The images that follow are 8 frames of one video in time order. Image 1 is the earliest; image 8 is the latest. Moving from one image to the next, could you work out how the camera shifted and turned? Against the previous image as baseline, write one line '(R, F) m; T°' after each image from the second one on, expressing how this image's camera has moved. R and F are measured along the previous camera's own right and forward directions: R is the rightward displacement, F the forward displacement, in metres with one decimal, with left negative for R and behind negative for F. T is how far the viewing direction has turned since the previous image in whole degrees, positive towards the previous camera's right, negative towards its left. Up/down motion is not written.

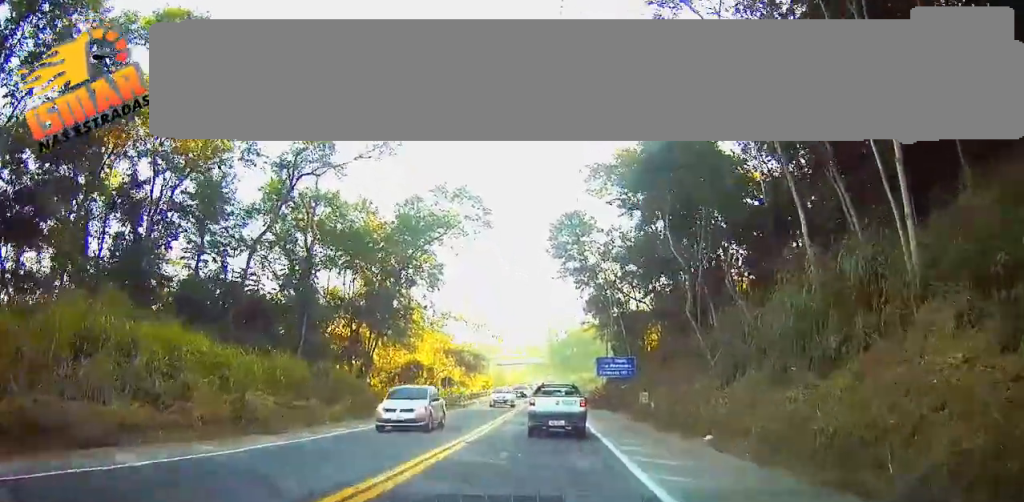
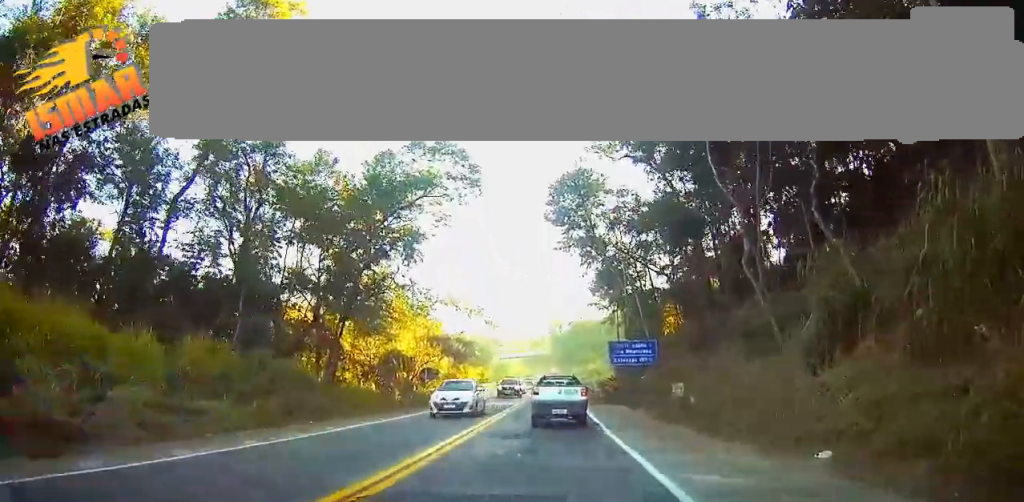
(+0.1, +9.1) m; +1°
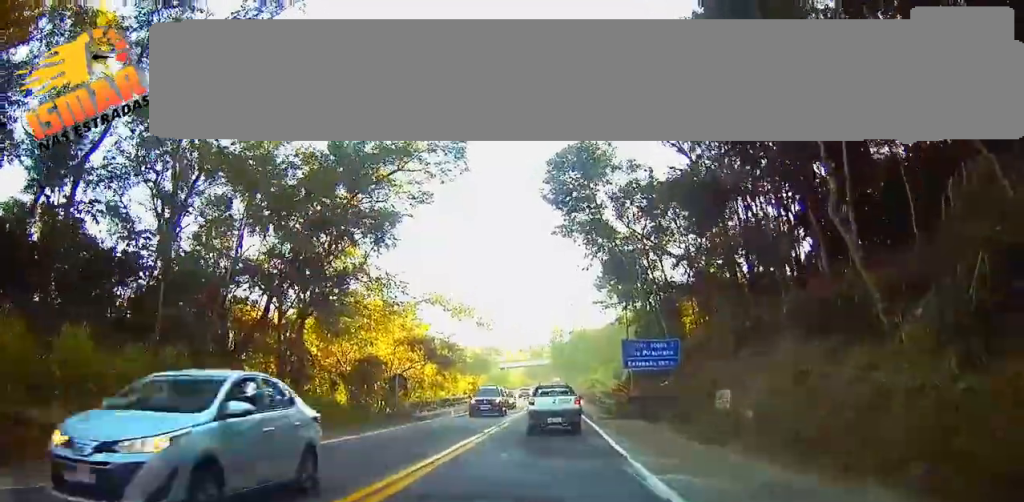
(+0.1, +7.5) m; 0°
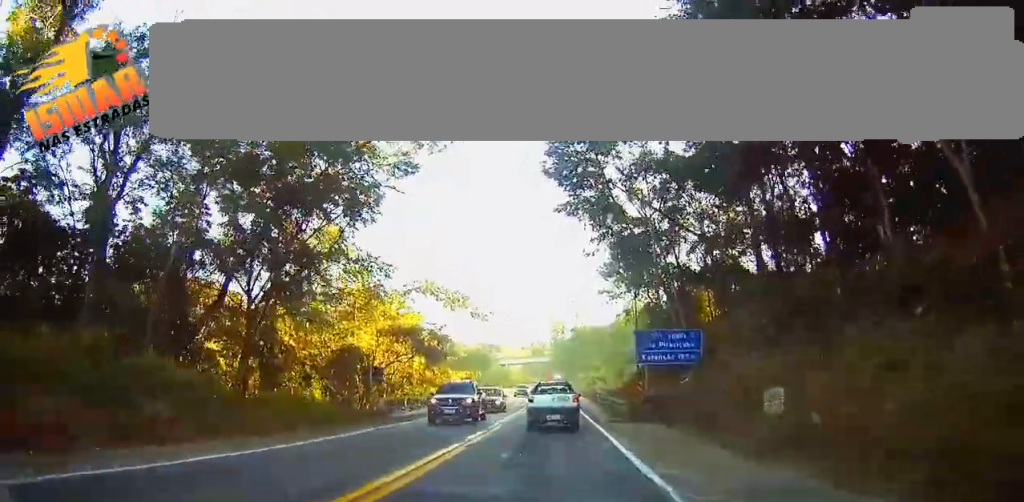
(0.0, +4.9) m; 0°
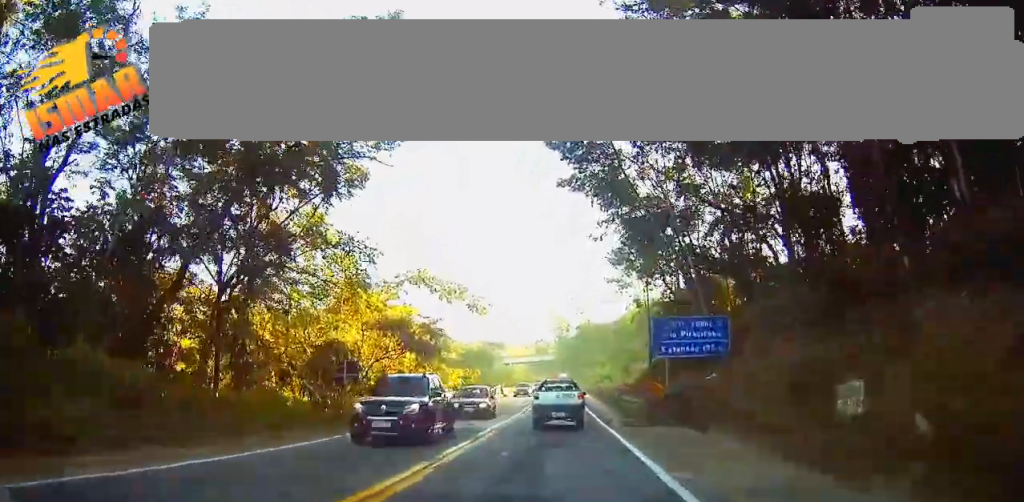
(0.0, +4.0) m; 0°
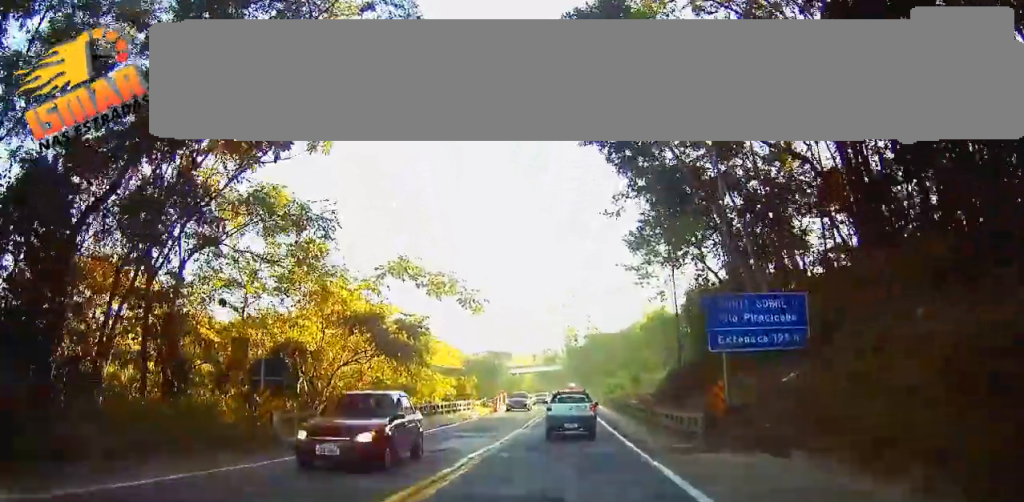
(-0.1, +7.4) m; +1°
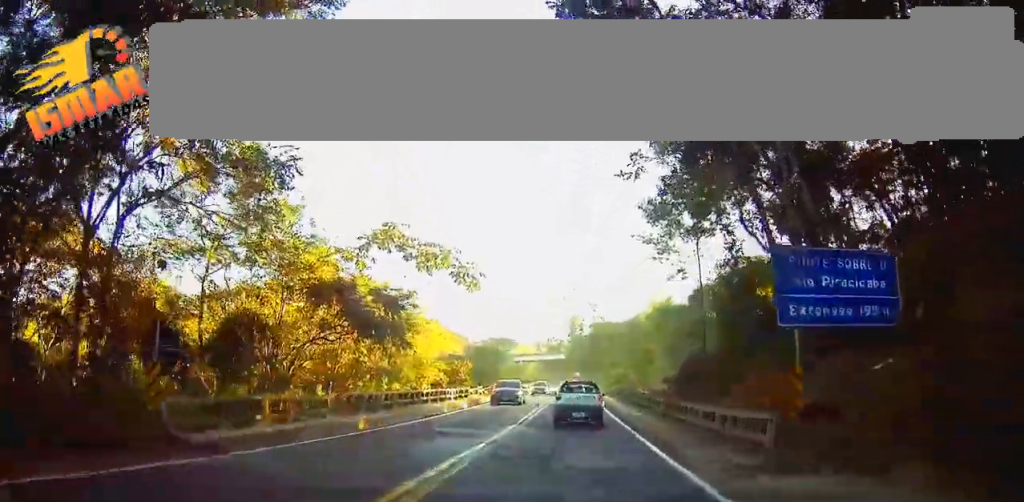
(+0.1, +5.0) m; +1°
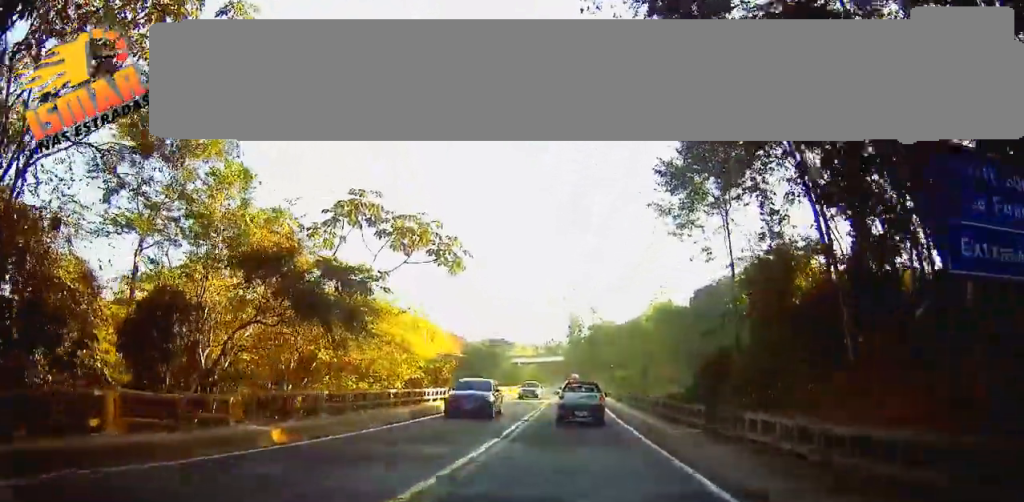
(+0.3, +5.8) m; 0°
